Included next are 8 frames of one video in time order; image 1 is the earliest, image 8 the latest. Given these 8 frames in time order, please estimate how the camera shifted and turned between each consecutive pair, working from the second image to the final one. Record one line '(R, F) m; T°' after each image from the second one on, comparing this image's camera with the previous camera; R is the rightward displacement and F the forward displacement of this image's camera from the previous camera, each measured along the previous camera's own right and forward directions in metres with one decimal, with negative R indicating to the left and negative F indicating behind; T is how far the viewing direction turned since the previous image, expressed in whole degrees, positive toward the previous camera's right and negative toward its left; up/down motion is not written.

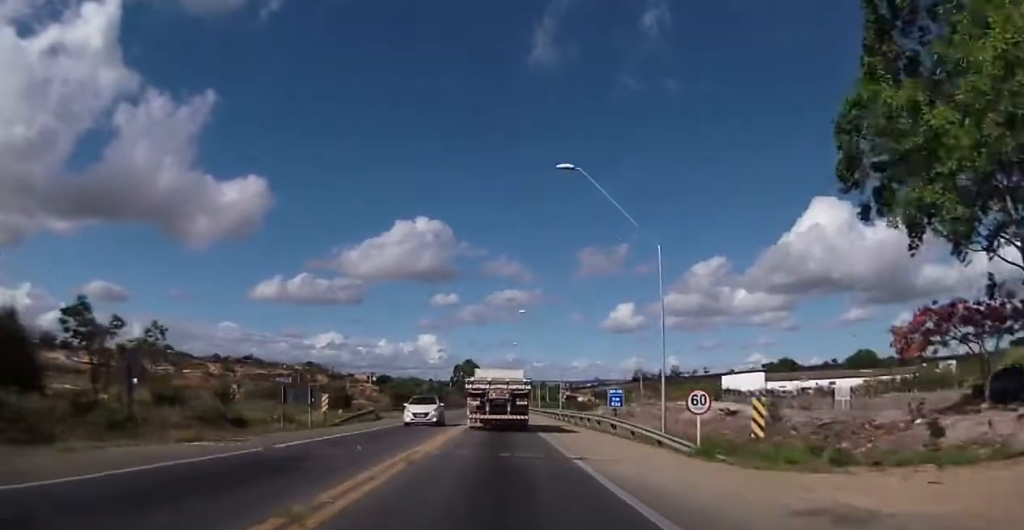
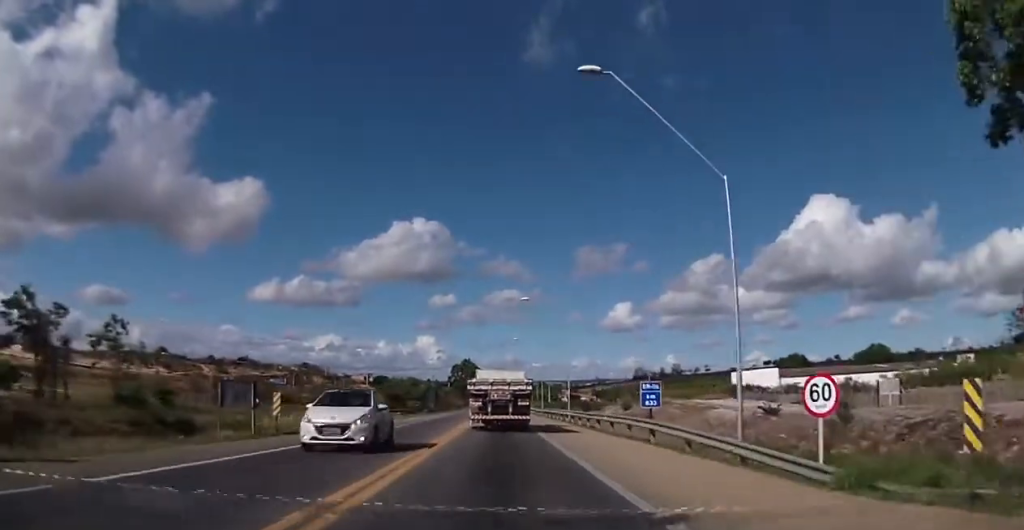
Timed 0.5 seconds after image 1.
(+0.1, +7.6) m; 0°
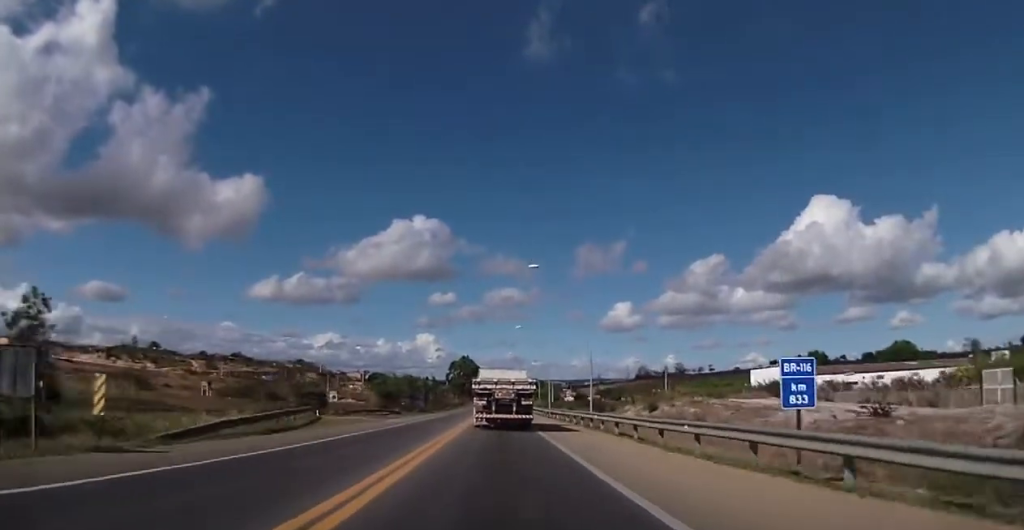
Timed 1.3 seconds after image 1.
(+0.2, +12.8) m; 0°
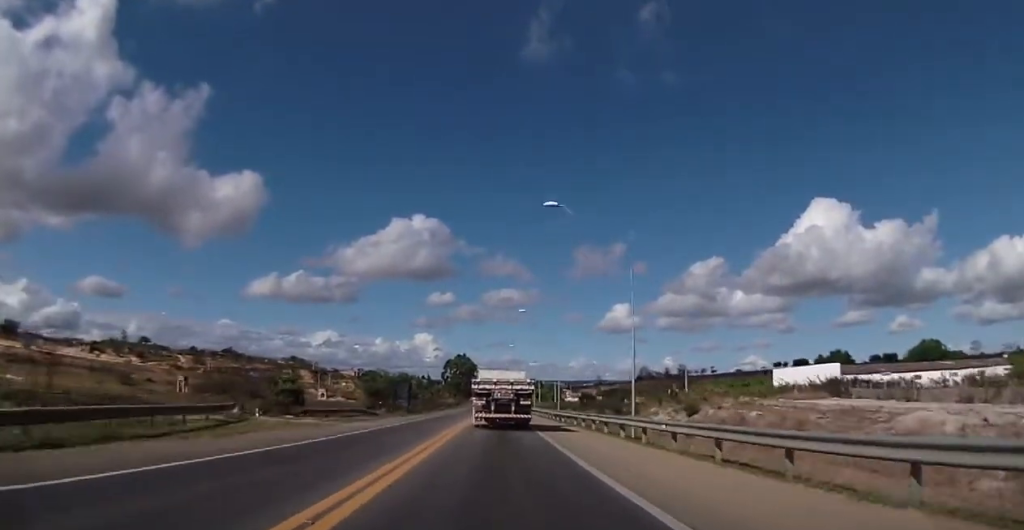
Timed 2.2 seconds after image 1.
(-0.3, +13.6) m; -1°
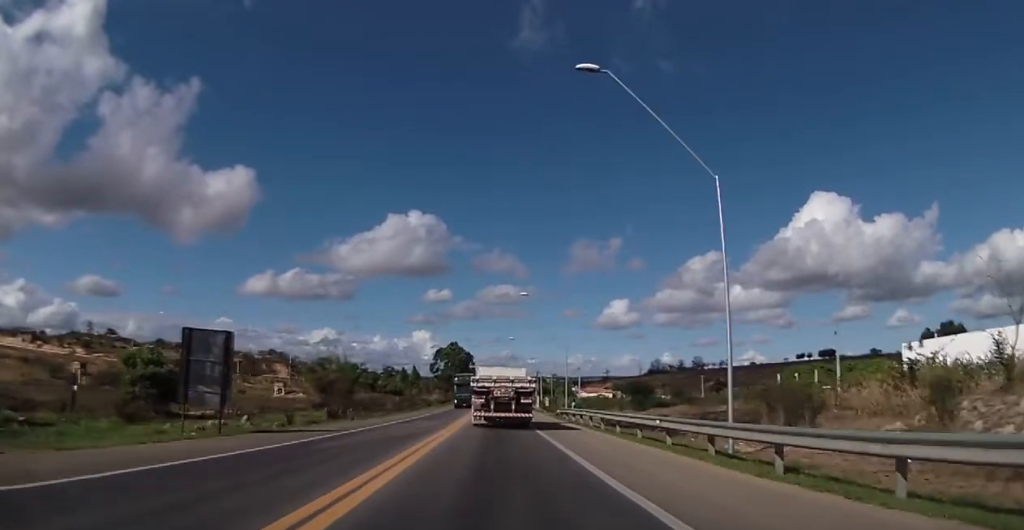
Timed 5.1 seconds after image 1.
(+1.0, +46.8) m; +1°
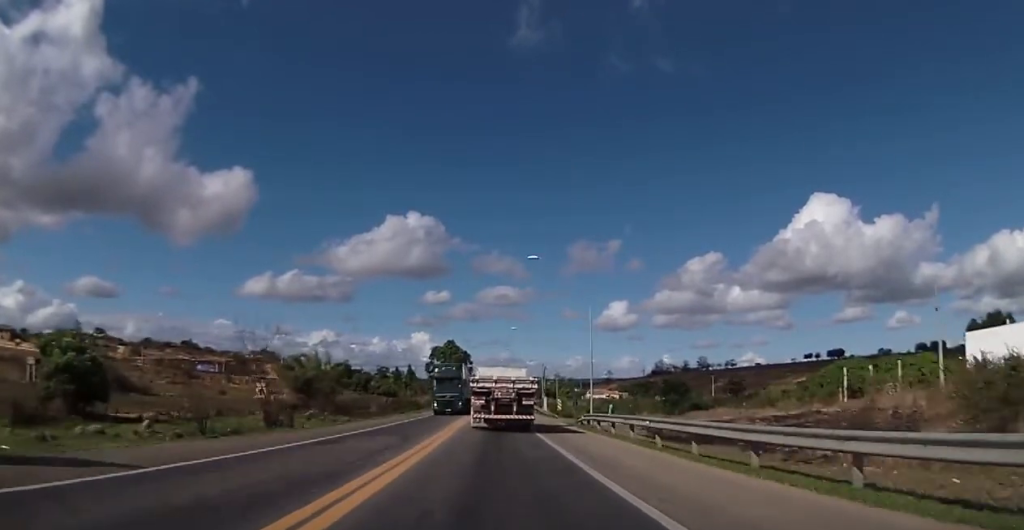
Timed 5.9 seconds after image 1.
(0.0, +14.6) m; 0°
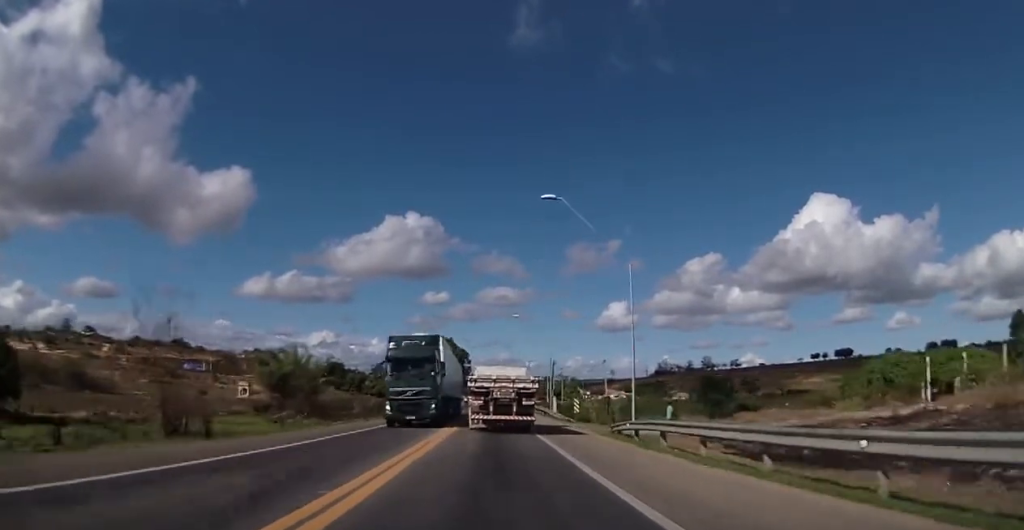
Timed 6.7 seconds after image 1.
(0.0, +12.5) m; 0°
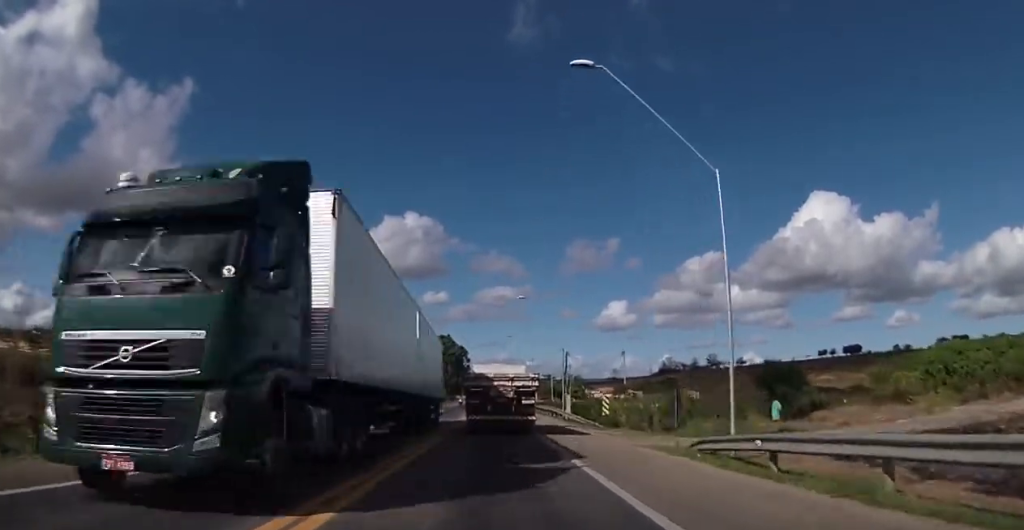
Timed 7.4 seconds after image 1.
(0.0, +12.1) m; 0°
